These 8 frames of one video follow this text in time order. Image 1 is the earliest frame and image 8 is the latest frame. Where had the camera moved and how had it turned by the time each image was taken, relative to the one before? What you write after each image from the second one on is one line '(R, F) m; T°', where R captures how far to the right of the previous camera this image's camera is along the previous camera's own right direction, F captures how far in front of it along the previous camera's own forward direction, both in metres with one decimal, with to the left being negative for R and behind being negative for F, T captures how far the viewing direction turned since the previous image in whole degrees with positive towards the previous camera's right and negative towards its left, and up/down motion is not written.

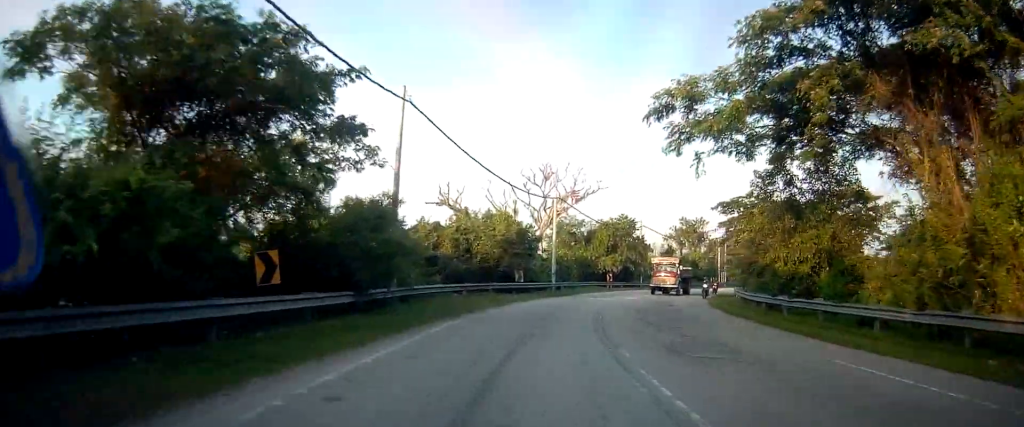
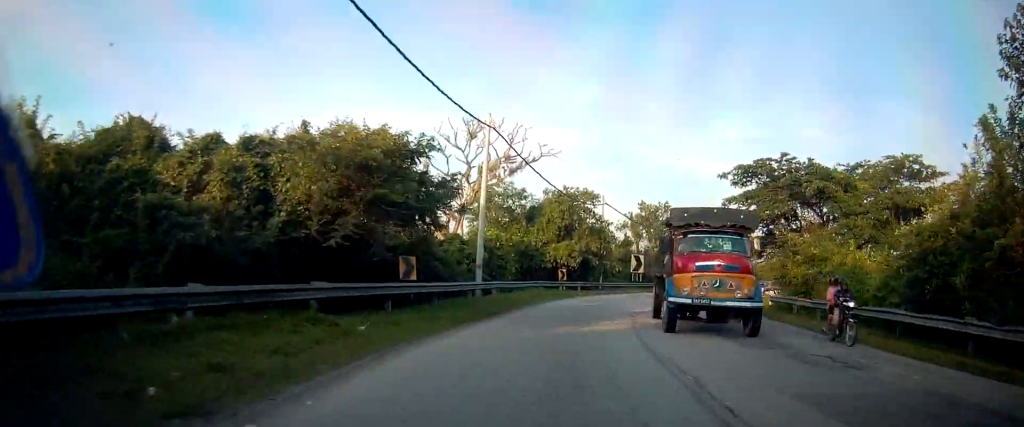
(+0.4, +20.9) m; +7°
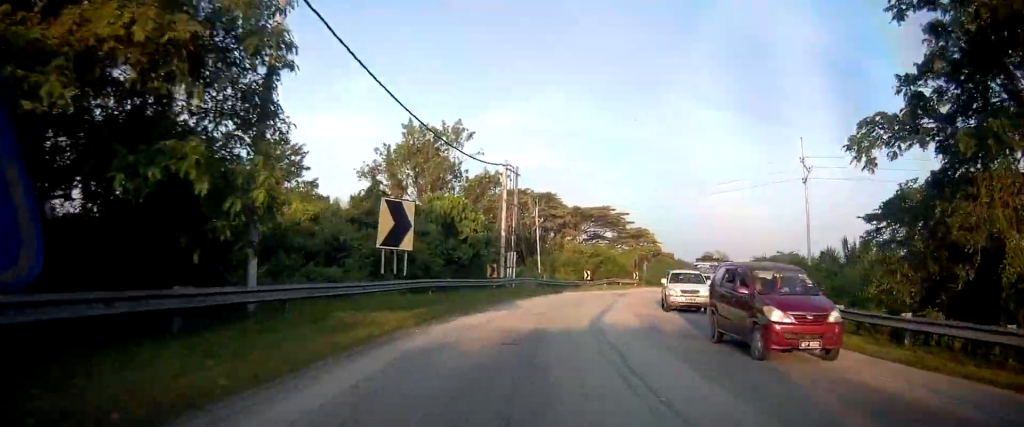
(+7.5, +37.1) m; +23°
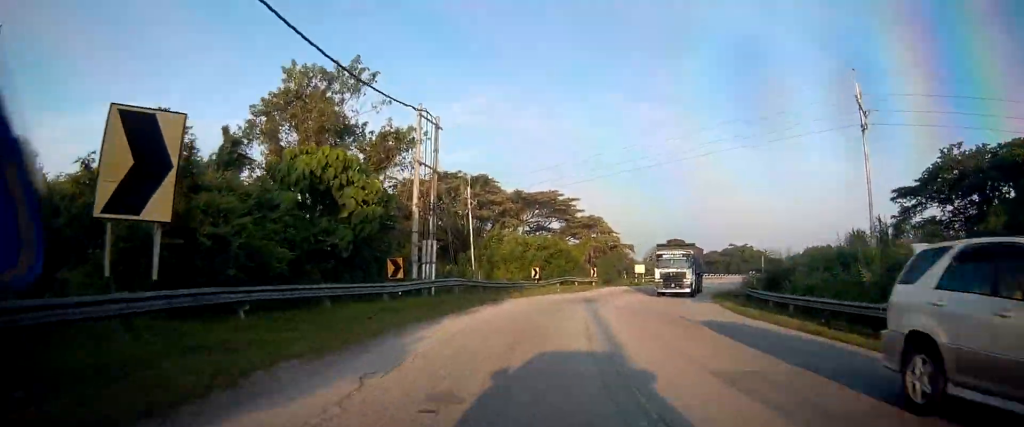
(+0.5, +12.3) m; +7°
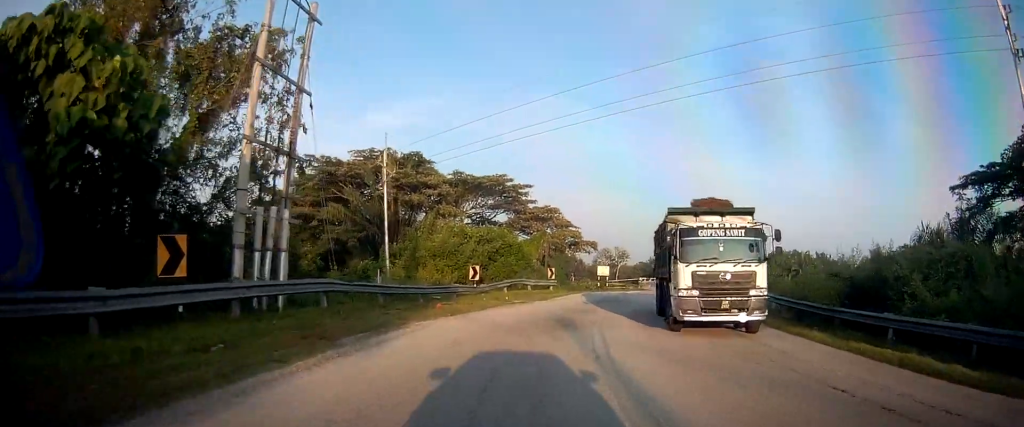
(+1.0, +12.0) m; +6°
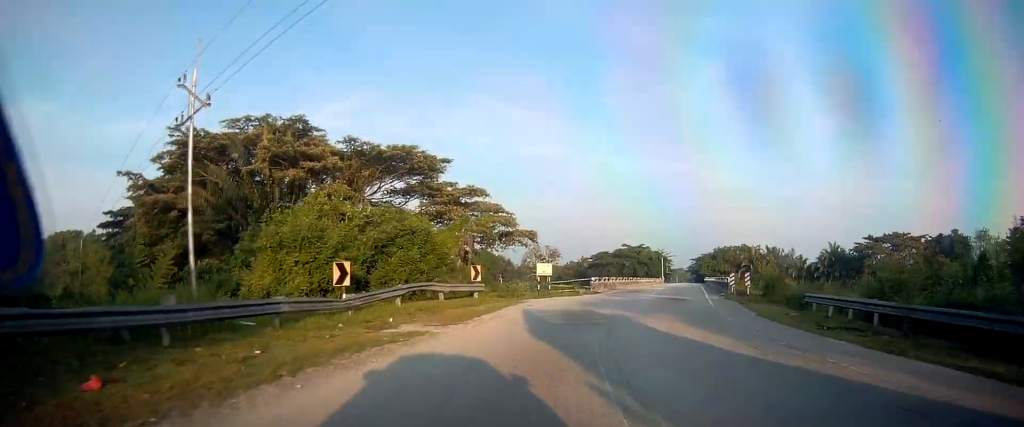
(+0.8, +13.5) m; +6°
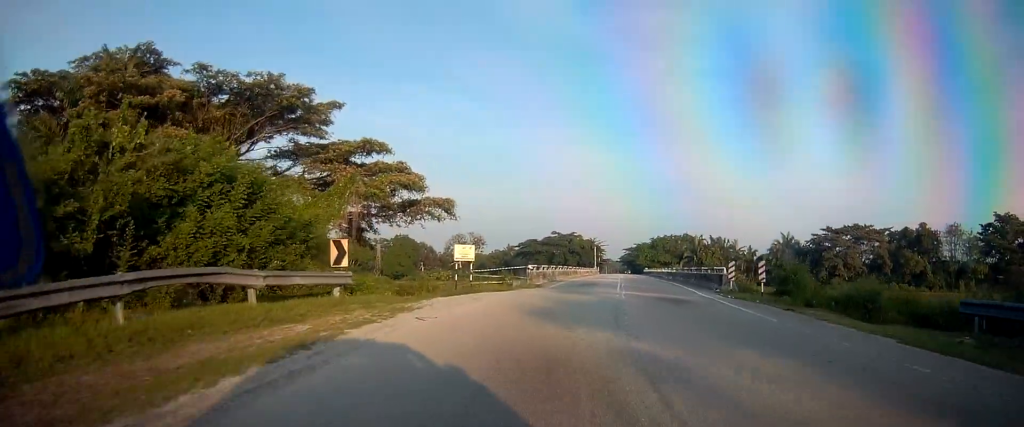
(+0.4, +12.2) m; +6°
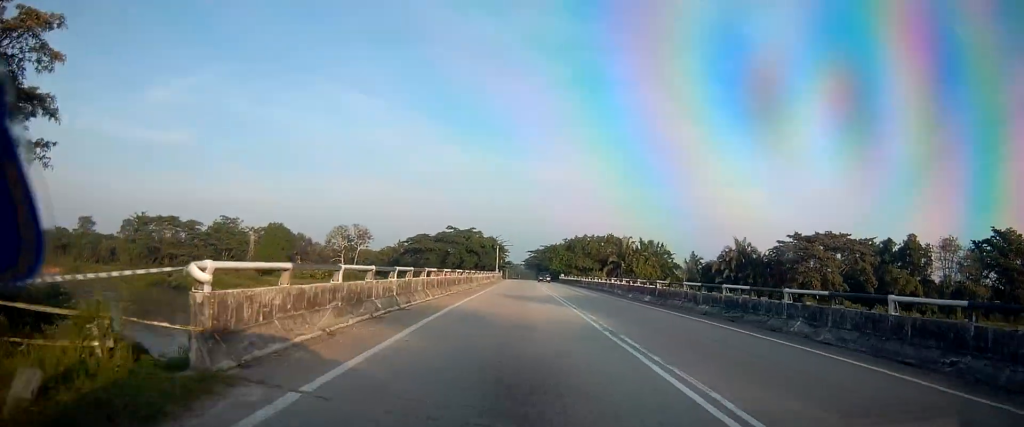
(+3.5, +28.0) m; +12°
